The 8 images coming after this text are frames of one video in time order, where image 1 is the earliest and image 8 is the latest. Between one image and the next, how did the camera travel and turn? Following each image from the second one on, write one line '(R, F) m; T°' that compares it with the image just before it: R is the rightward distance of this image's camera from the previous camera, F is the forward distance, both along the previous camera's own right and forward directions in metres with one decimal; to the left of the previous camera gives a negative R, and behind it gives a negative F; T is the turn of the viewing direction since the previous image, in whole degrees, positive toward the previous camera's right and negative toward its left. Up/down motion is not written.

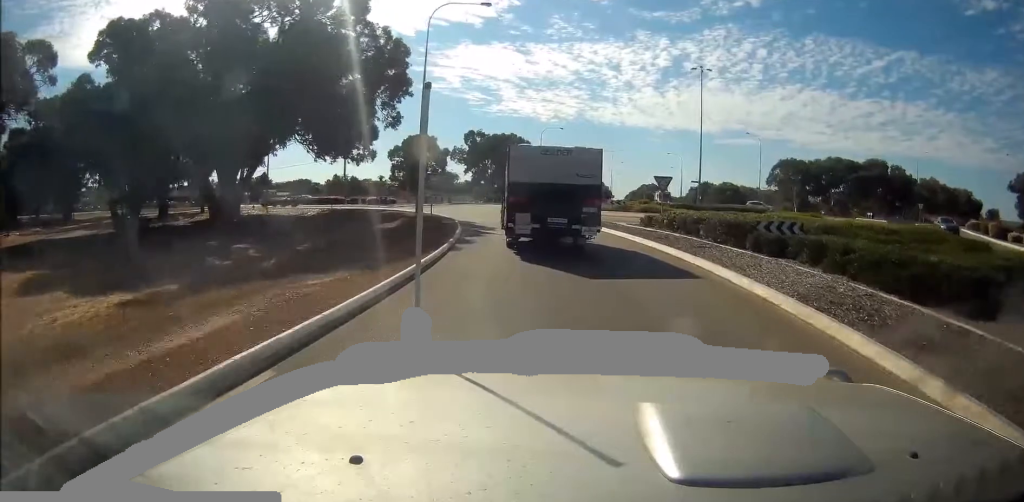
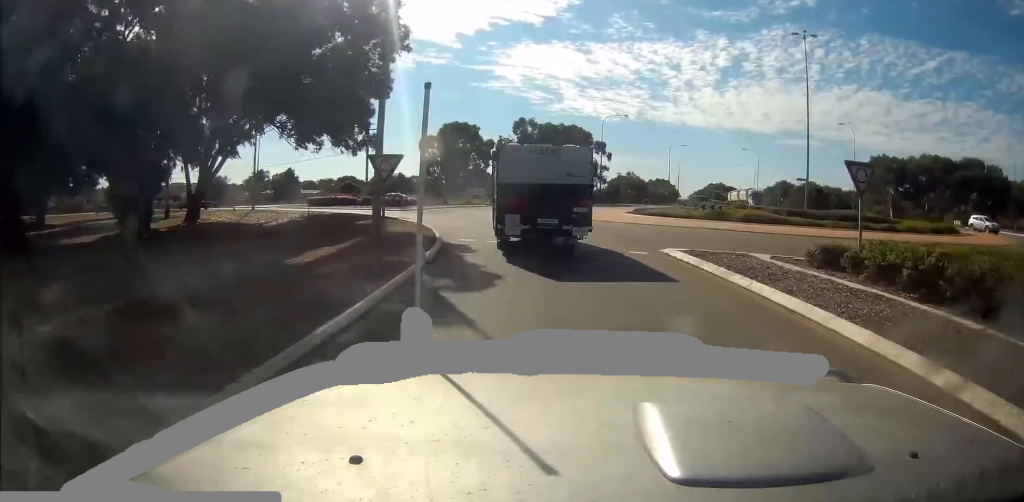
(-0.3, +15.6) m; -4°
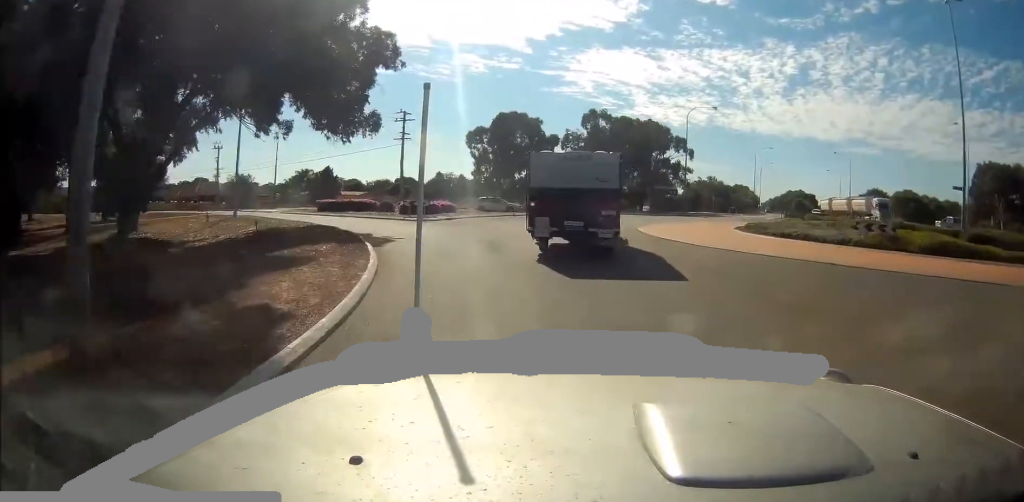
(-2.0, +13.9) m; -10°
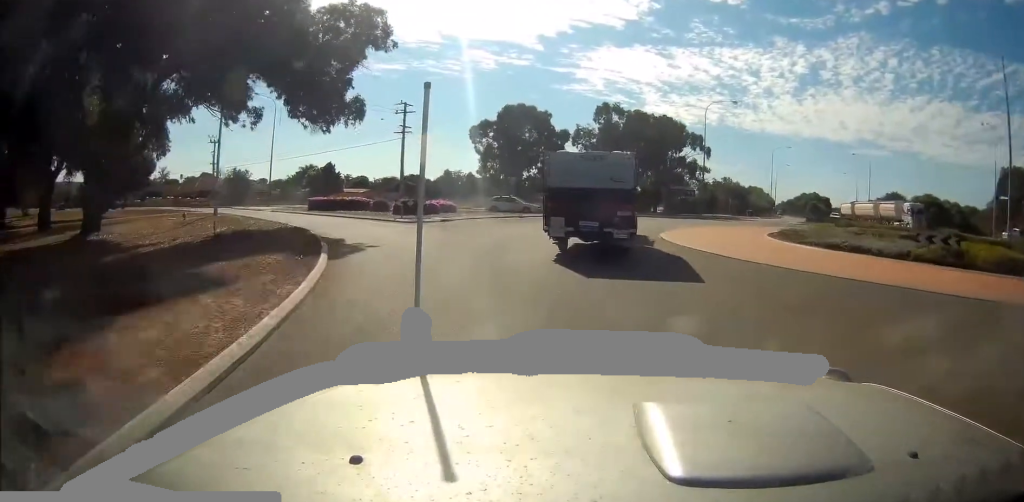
(-0.1, +3.9) m; +2°
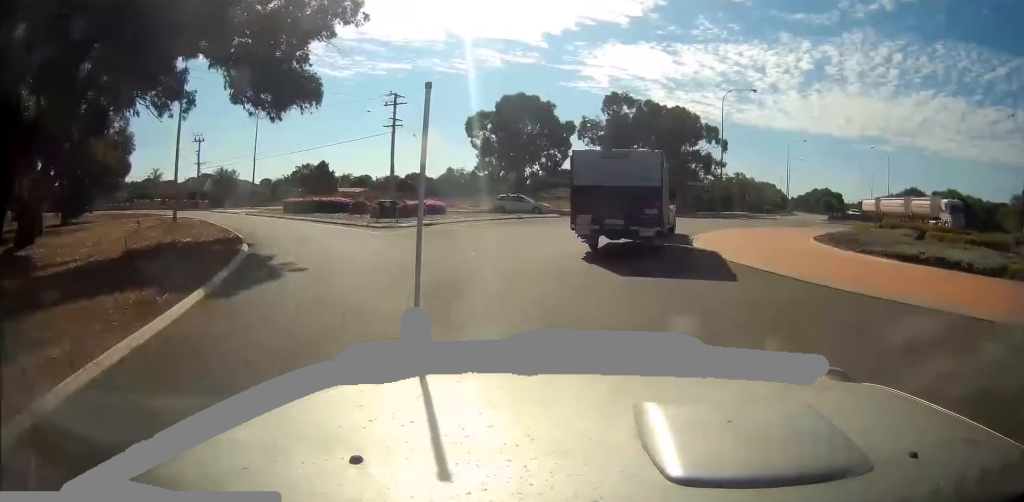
(+0.2, +5.2) m; +2°
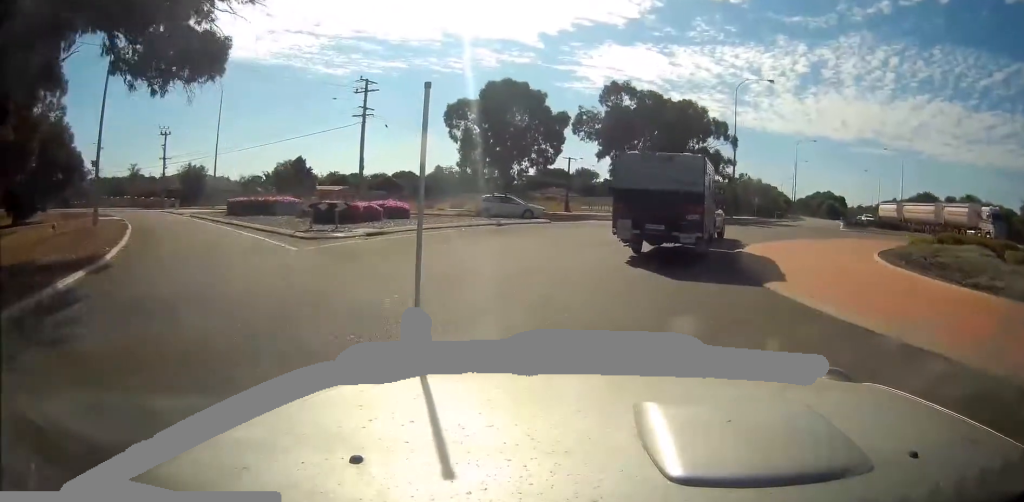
(+0.5, +6.6) m; +1°
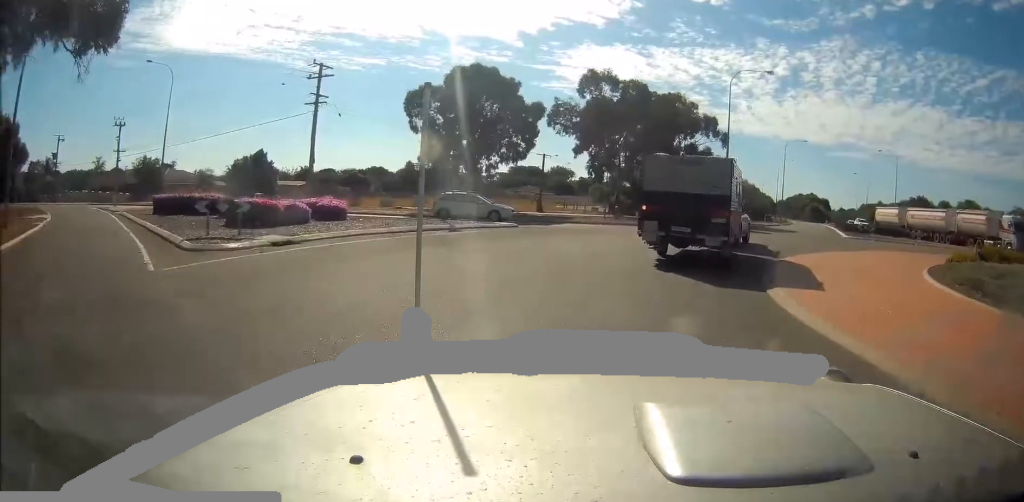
(-0.4, +5.1) m; 0°
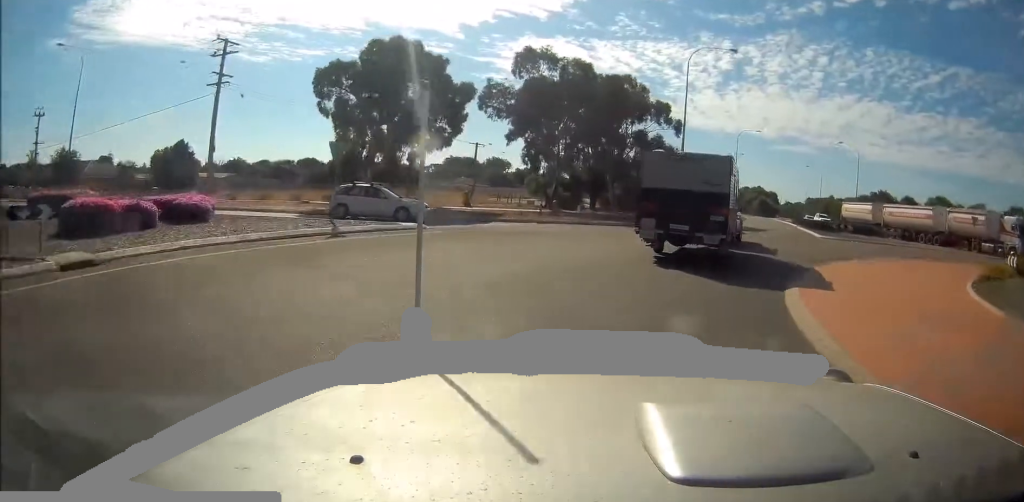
(-0.2, +5.7) m; +2°
